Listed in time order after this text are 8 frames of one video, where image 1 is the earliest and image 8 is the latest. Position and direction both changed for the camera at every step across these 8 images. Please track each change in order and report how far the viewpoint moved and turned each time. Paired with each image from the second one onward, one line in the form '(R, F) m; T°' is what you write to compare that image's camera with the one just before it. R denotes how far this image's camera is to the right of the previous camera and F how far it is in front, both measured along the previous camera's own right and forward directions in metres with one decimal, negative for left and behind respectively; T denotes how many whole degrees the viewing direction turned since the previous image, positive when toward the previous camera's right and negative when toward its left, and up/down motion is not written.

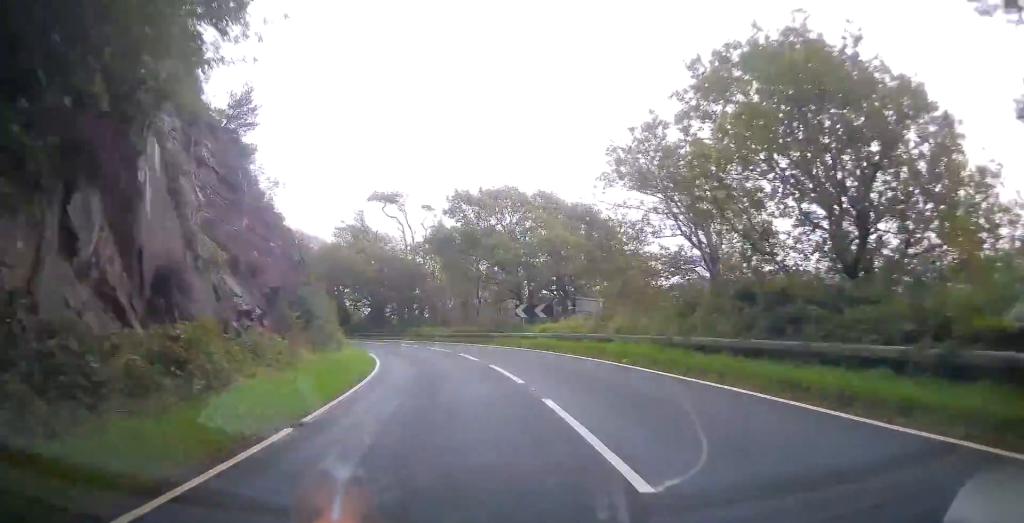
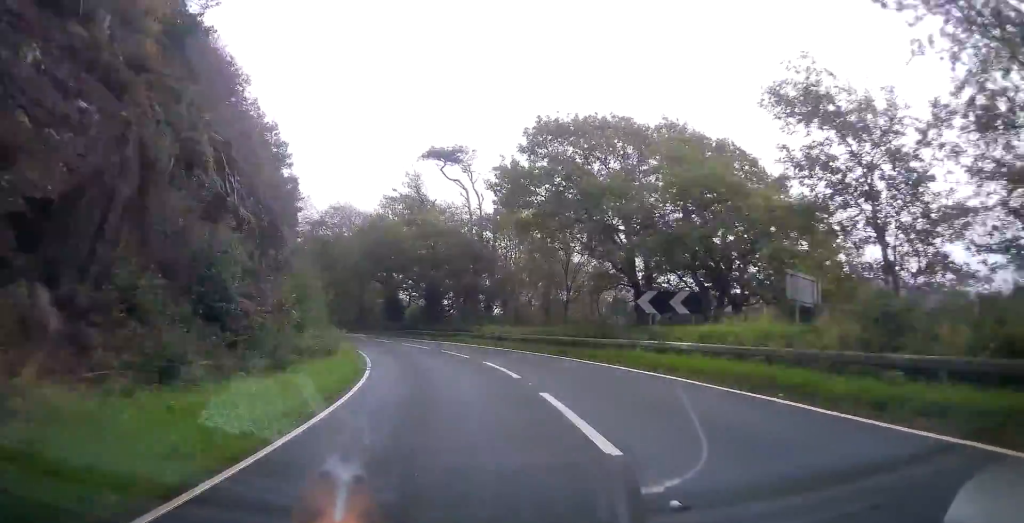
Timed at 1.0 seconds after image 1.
(-0.8, +16.5) m; -9°
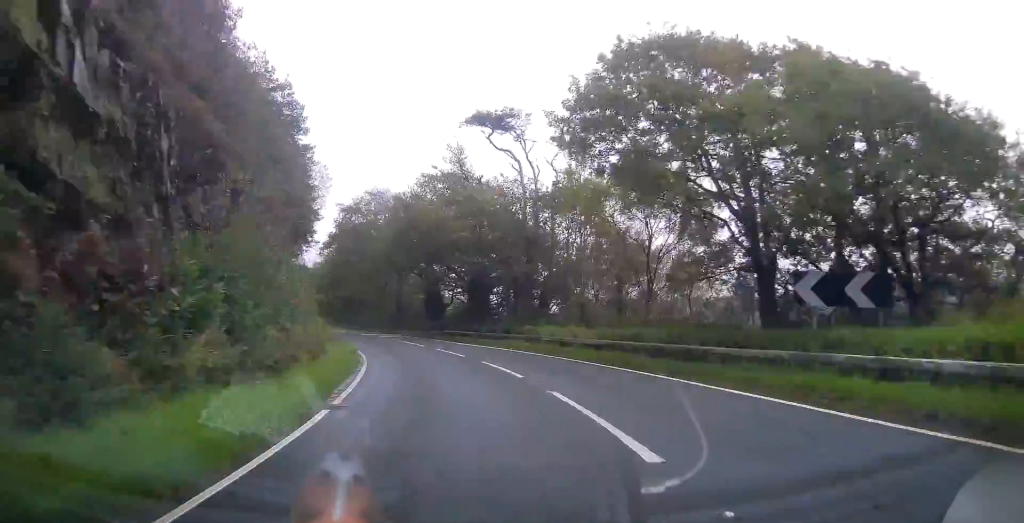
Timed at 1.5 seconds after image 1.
(-0.9, +9.1) m; -5°
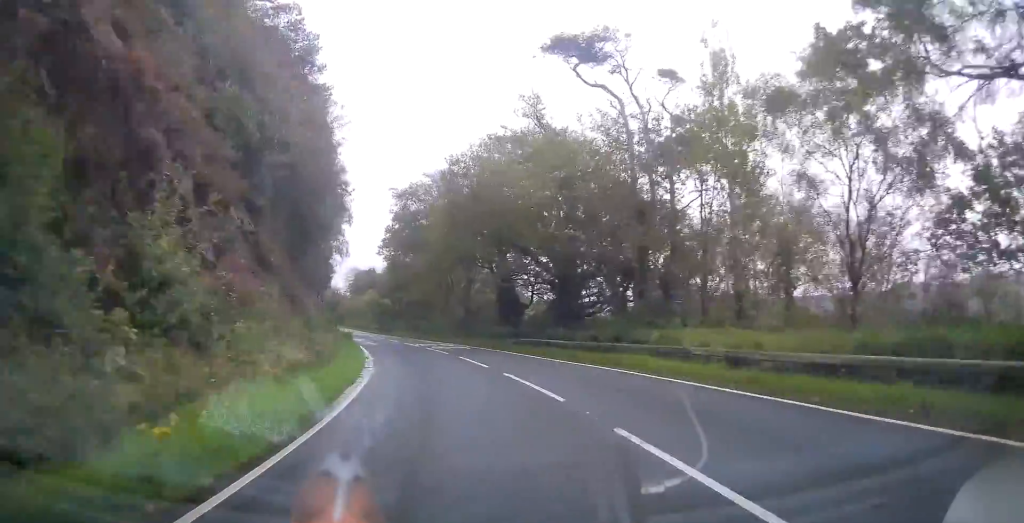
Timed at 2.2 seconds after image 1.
(-0.8, +12.6) m; -7°
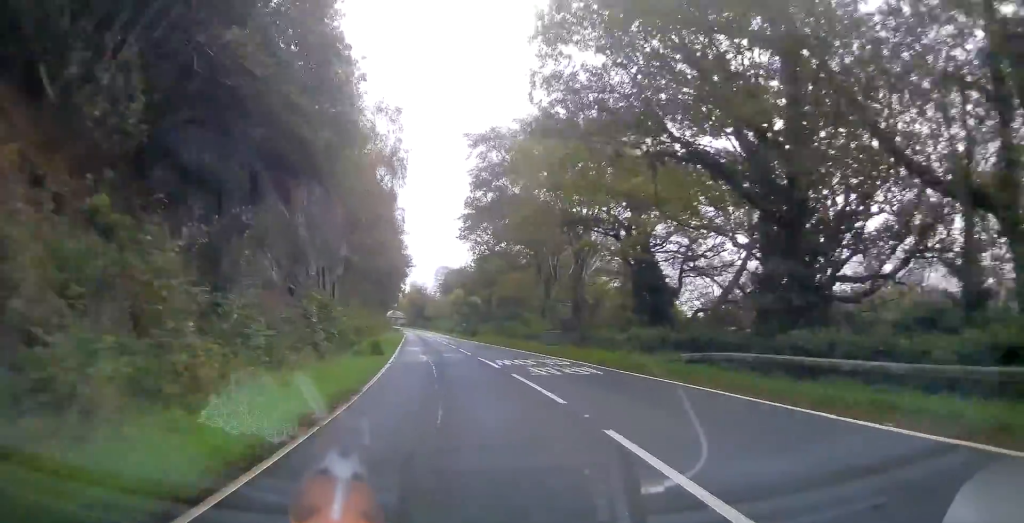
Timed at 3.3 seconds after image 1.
(-1.2, +18.3) m; -8°
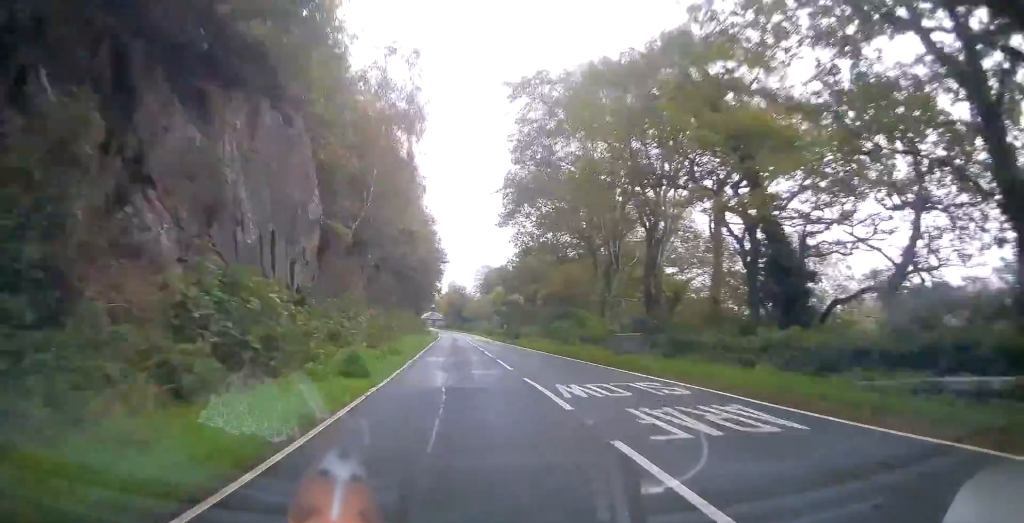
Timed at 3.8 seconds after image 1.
(-0.7, +9.7) m; -3°
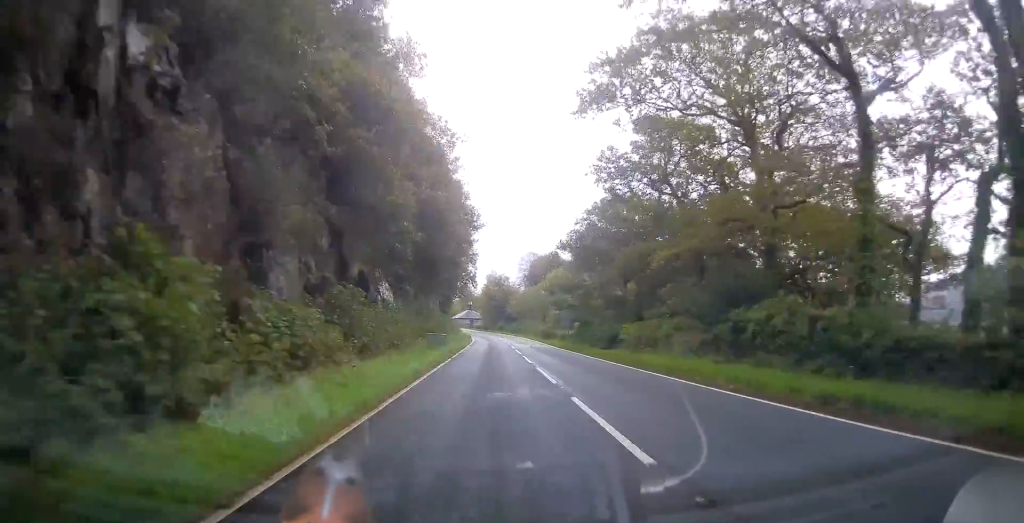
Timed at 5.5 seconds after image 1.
(-1.4, +30.8) m; -4°
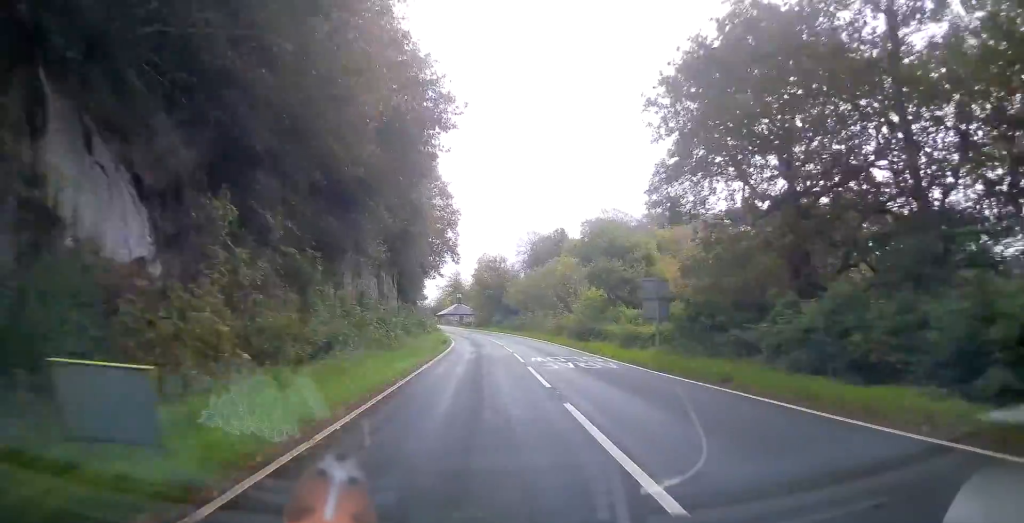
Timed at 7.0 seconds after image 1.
(-0.2, +28.8) m; +1°
